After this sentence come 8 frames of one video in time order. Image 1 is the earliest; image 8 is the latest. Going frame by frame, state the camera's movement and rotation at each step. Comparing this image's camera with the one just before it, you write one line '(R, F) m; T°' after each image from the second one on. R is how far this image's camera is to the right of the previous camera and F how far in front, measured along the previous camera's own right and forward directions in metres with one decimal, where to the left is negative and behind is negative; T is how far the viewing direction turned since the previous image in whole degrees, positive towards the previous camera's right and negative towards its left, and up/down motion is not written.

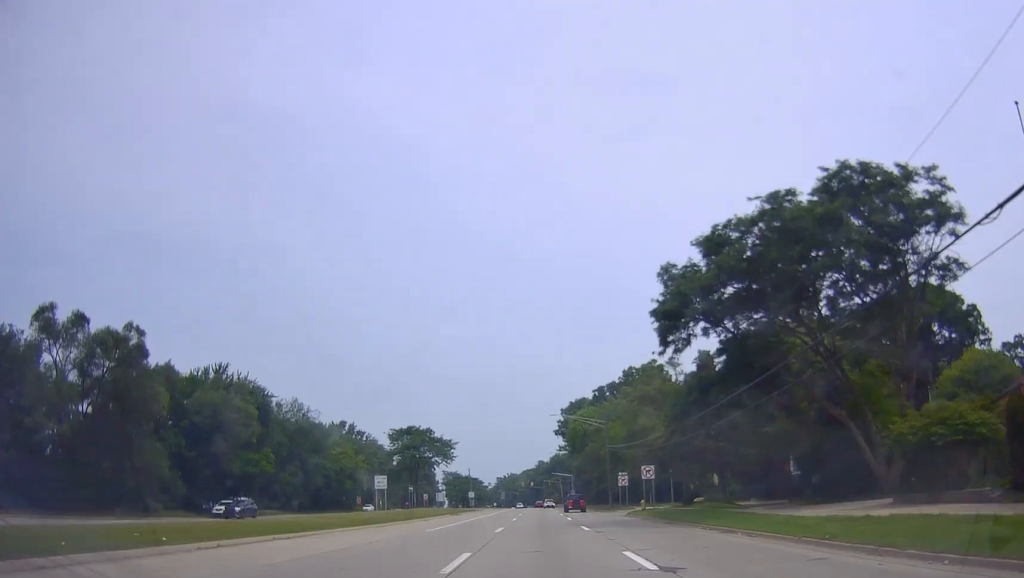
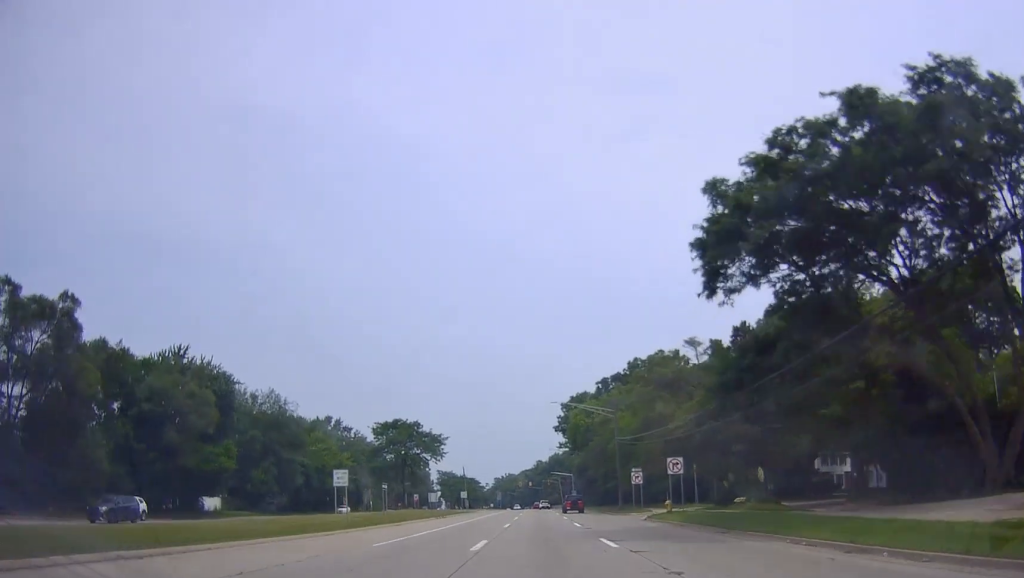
(+0.1, +9.6) m; +1°
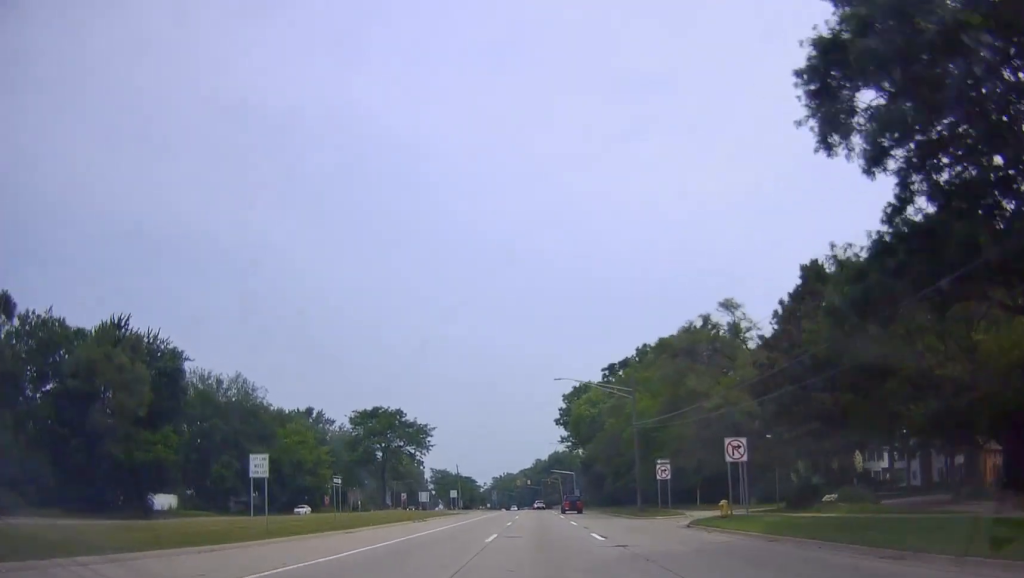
(0.0, +11.6) m; +1°
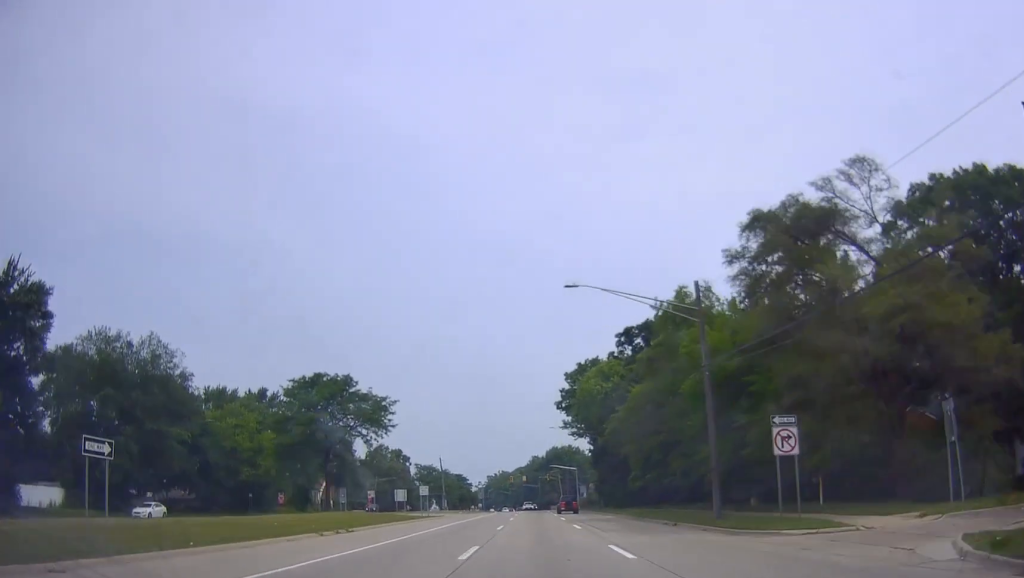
(+0.3, +21.7) m; -1°
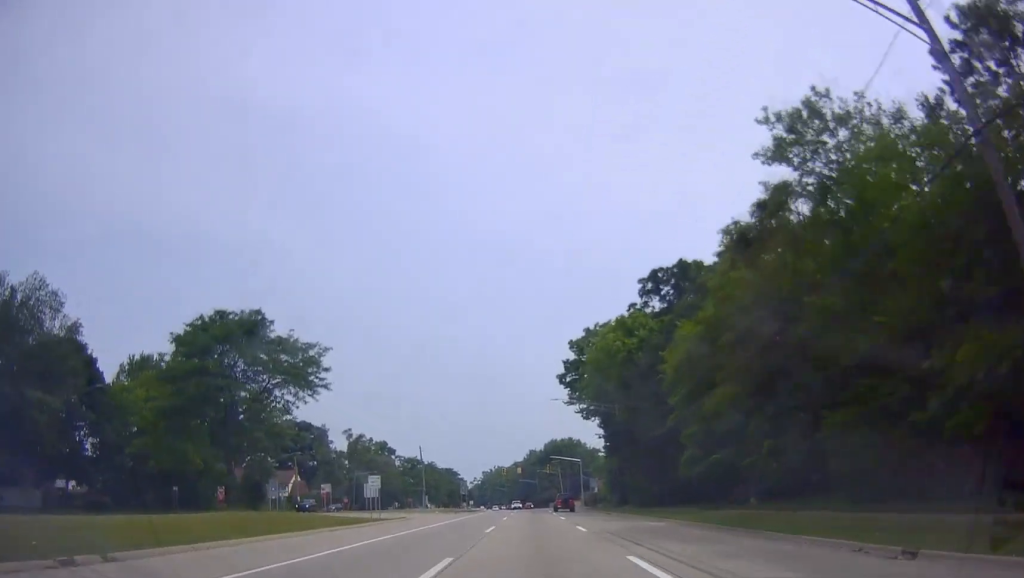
(-0.8, +20.3) m; -1°
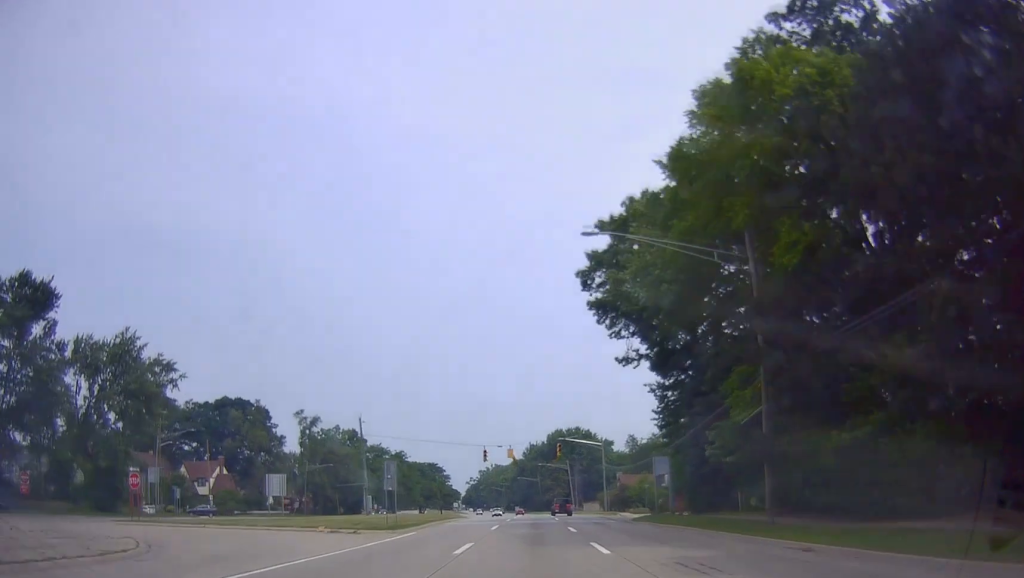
(+1.1, +38.9) m; +1°
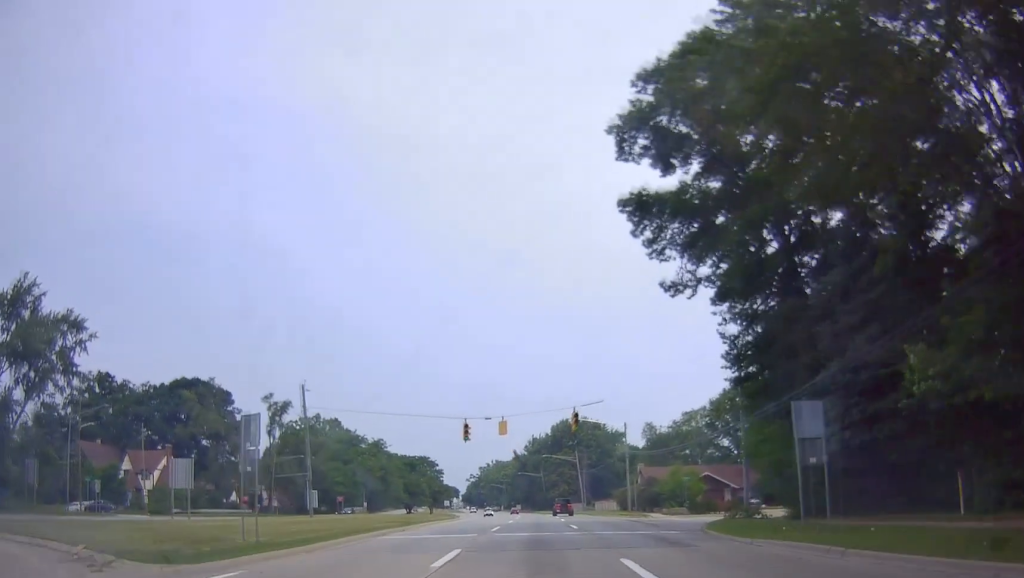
(-0.1, +19.1) m; 0°
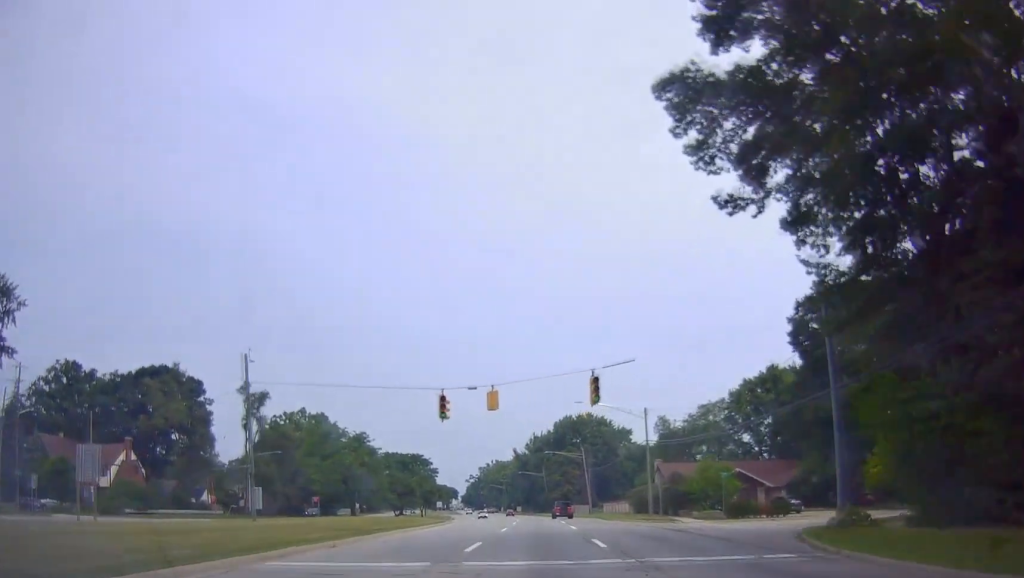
(0.0, +11.6) m; 0°
